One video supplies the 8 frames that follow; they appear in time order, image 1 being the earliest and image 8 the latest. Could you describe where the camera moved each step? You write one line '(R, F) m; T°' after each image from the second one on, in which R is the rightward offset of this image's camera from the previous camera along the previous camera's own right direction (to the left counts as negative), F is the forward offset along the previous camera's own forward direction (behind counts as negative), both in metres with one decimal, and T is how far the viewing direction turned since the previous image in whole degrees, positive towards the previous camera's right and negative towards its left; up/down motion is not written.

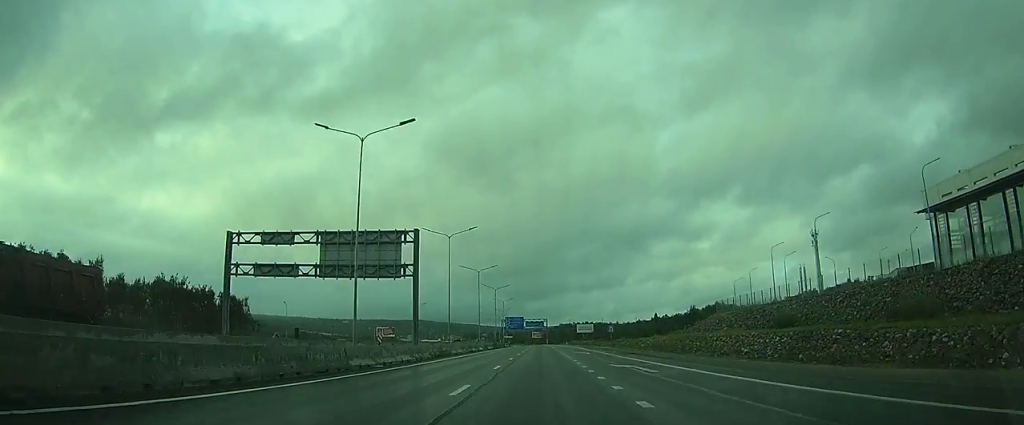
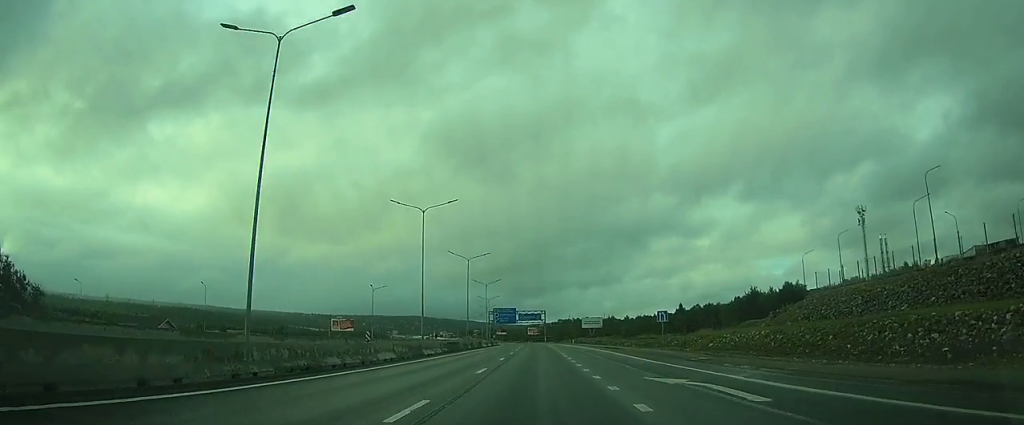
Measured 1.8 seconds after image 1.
(0.0, +42.2) m; 0°
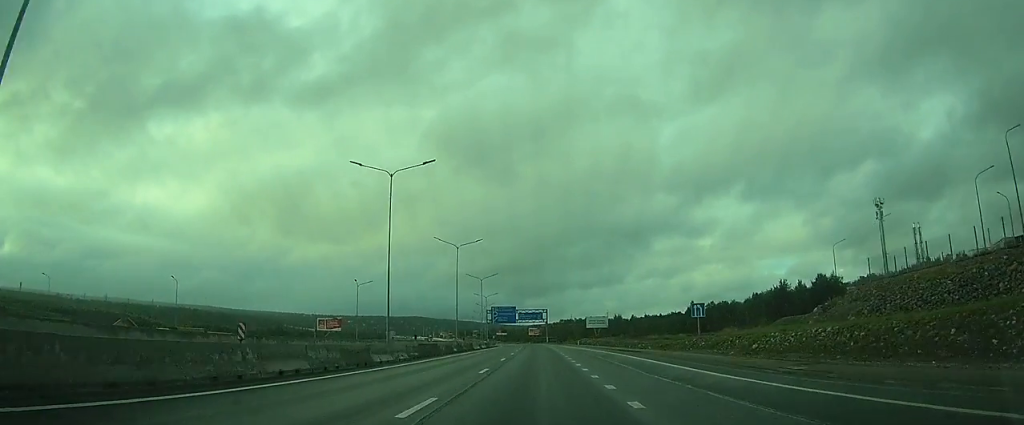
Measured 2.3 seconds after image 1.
(0.0, +11.7) m; -1°
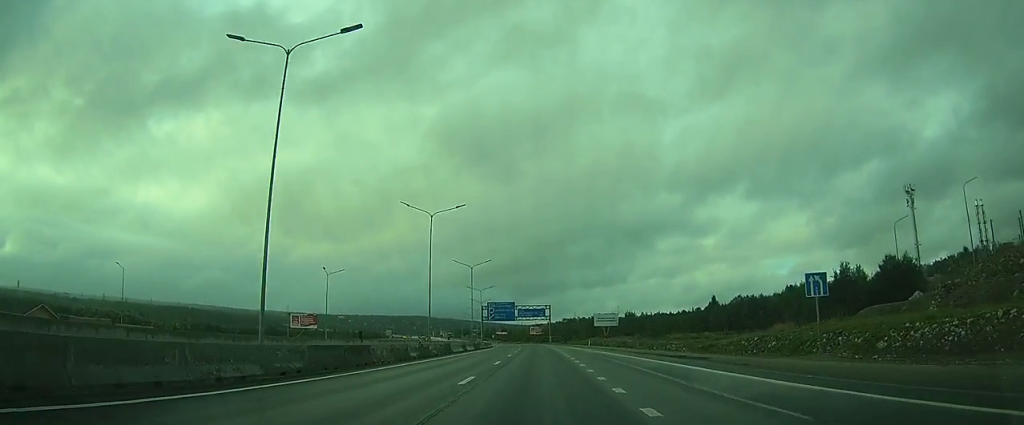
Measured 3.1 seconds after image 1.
(0.0, +18.0) m; -1°
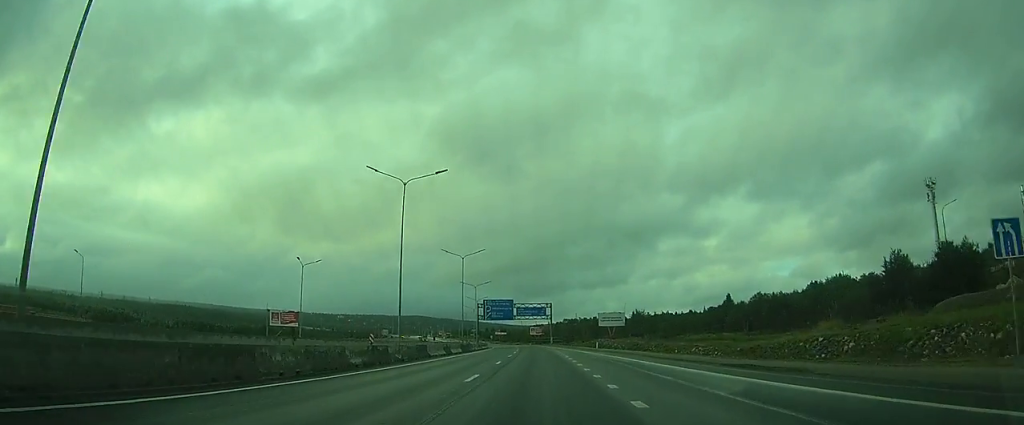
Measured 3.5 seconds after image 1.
(-0.2, +10.9) m; 0°
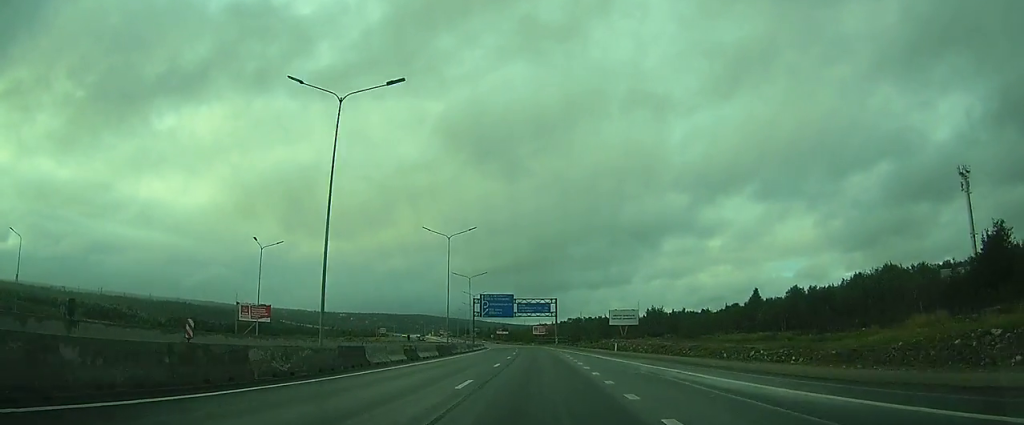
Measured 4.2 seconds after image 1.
(-0.1, +14.8) m; -1°
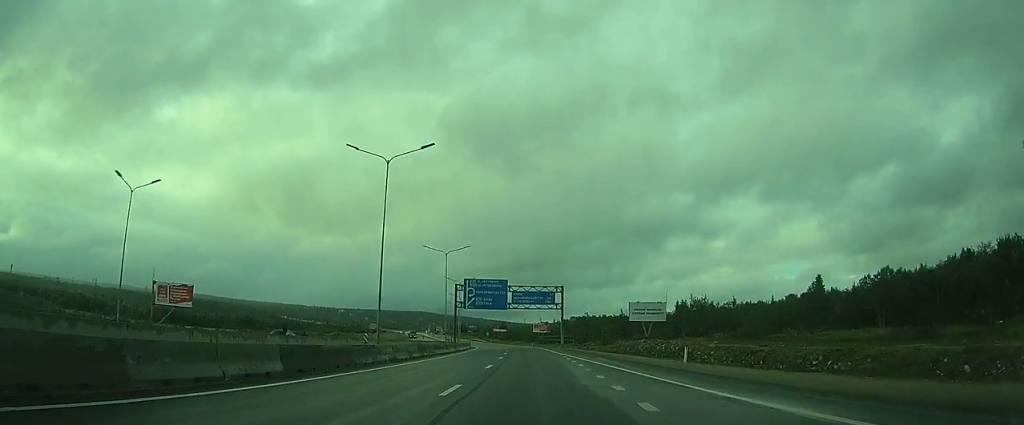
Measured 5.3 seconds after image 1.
(-0.2, +26.4) m; -1°
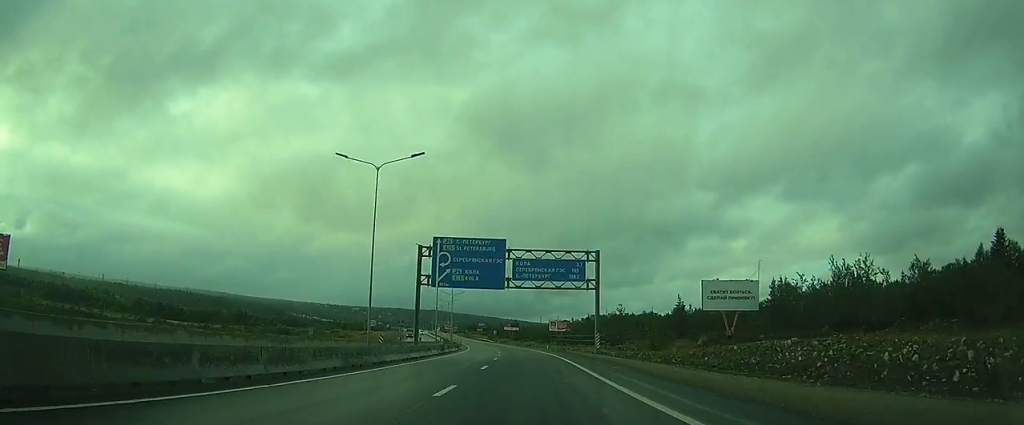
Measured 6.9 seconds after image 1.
(-0.6, +36.5) m; -1°
